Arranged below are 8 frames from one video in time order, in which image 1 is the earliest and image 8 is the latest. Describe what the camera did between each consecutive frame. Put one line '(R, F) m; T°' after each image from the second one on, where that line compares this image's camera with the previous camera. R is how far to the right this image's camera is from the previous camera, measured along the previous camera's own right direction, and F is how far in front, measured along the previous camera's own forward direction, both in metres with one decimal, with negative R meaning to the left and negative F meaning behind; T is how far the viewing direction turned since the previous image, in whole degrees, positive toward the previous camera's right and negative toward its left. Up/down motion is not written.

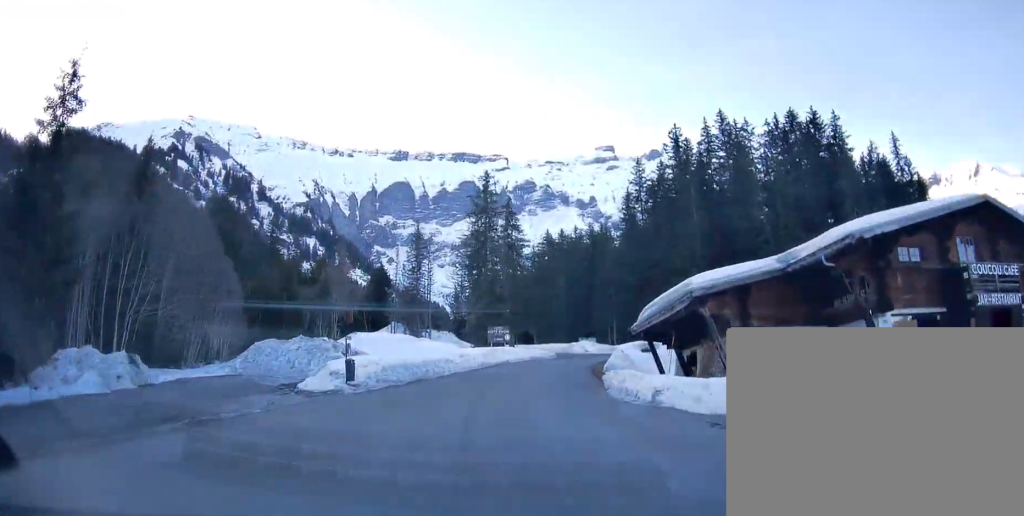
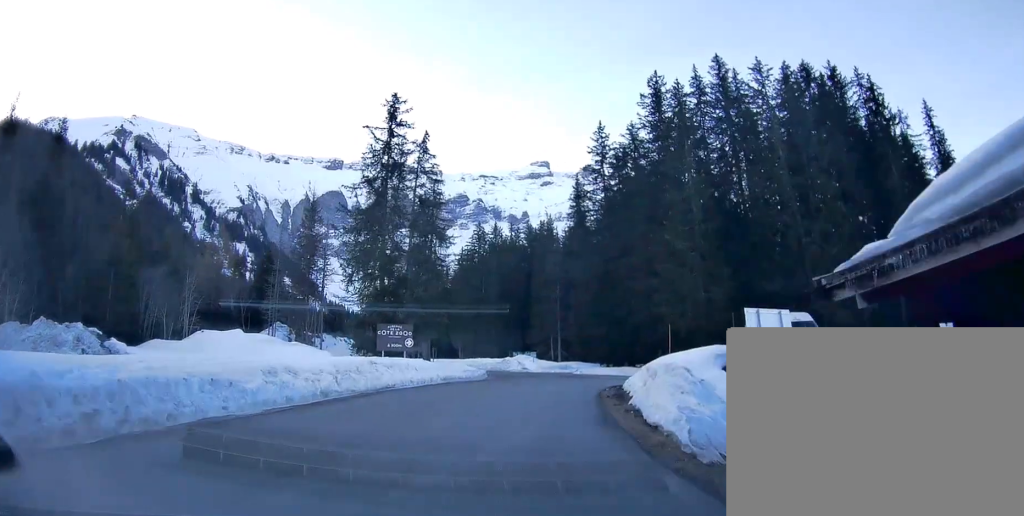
(+0.2, +20.6) m; +3°
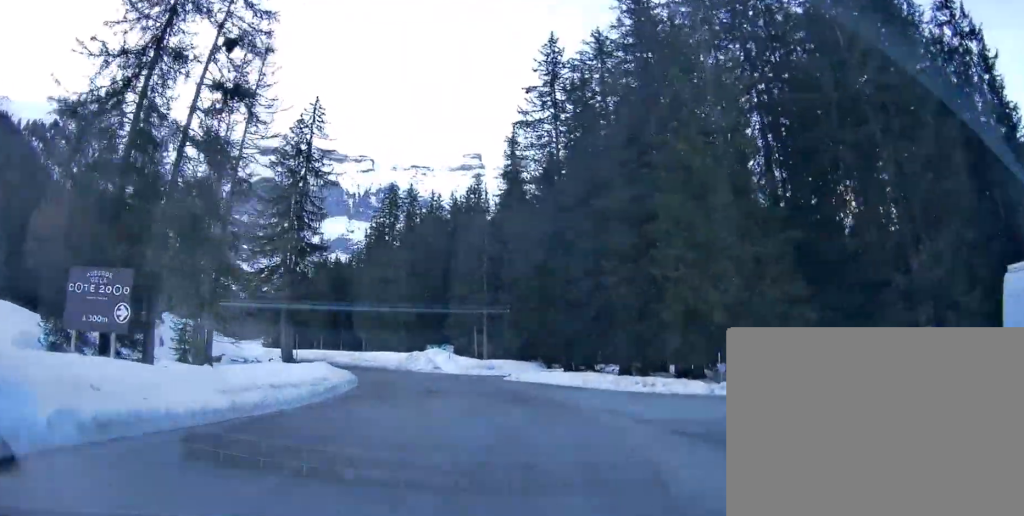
(+1.1, +22.8) m; +5°
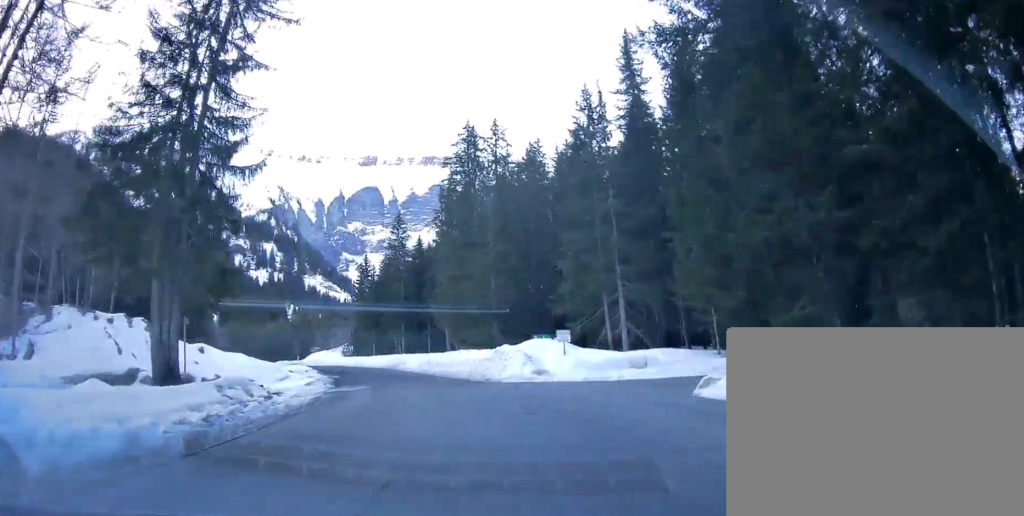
(+0.1, +26.2) m; -4°
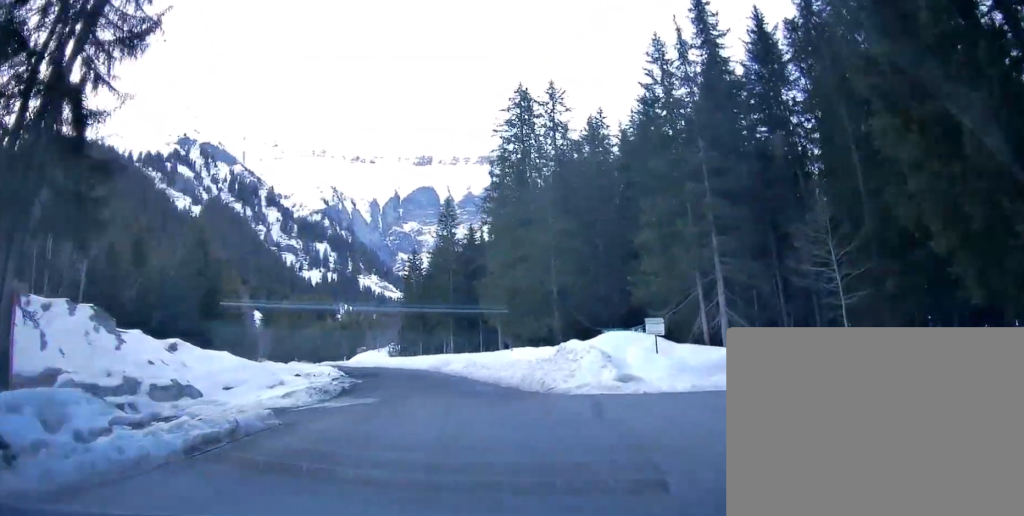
(+0.1, +9.0) m; -4°
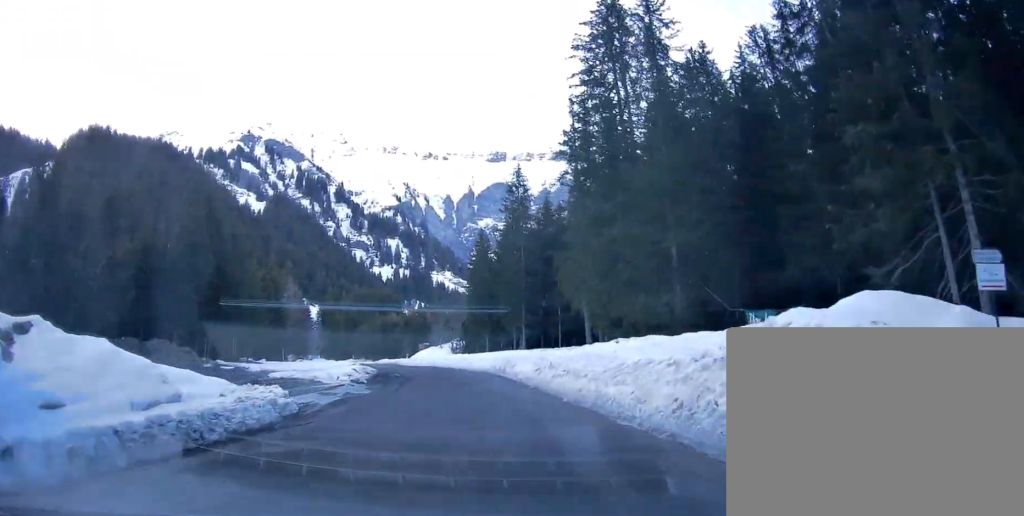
(-1.2, +14.4) m; -8°
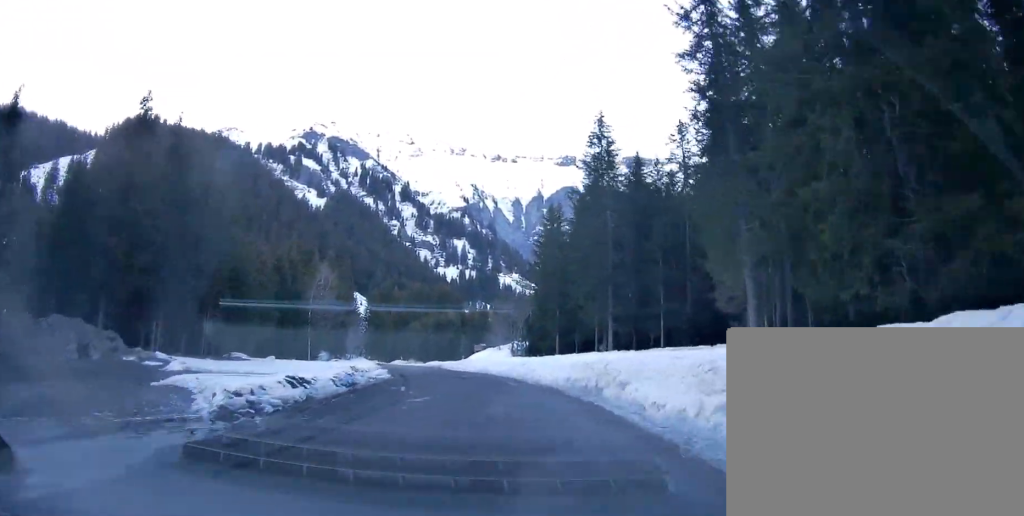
(-1.5, +18.4) m; -10°
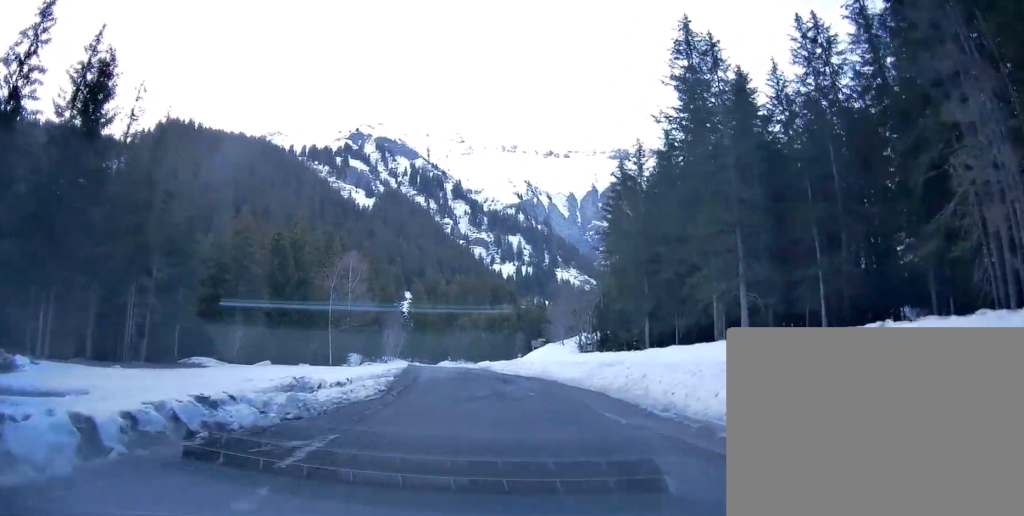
(-1.3, +16.6) m; -6°
